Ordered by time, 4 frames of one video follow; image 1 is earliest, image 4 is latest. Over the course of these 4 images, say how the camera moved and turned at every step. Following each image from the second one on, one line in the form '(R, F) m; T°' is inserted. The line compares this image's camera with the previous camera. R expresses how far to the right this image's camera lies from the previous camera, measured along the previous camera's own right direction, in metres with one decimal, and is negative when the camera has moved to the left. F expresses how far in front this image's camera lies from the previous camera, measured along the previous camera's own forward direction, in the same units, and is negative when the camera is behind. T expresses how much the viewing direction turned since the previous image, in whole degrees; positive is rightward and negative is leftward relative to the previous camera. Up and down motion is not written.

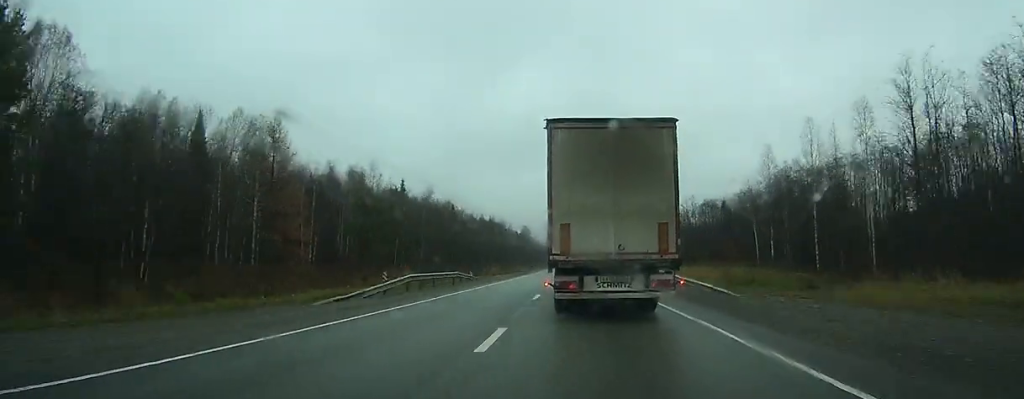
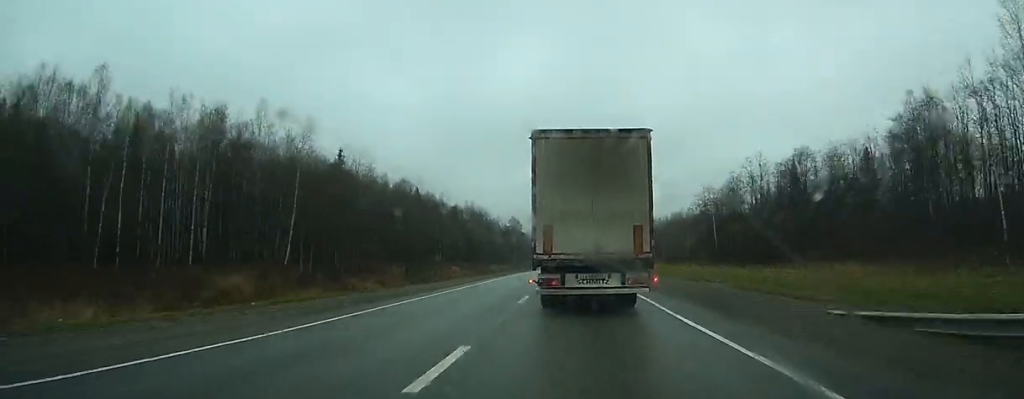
(-0.2, +51.2) m; 0°
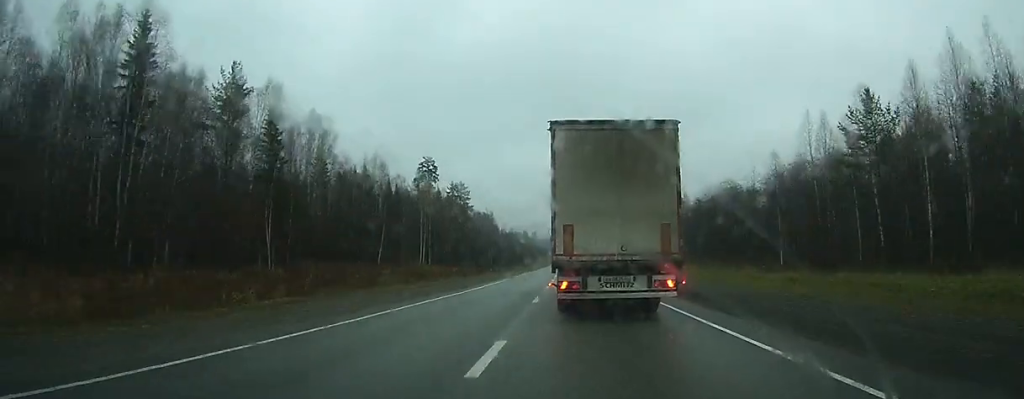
(-0.3, +166.6) m; 0°
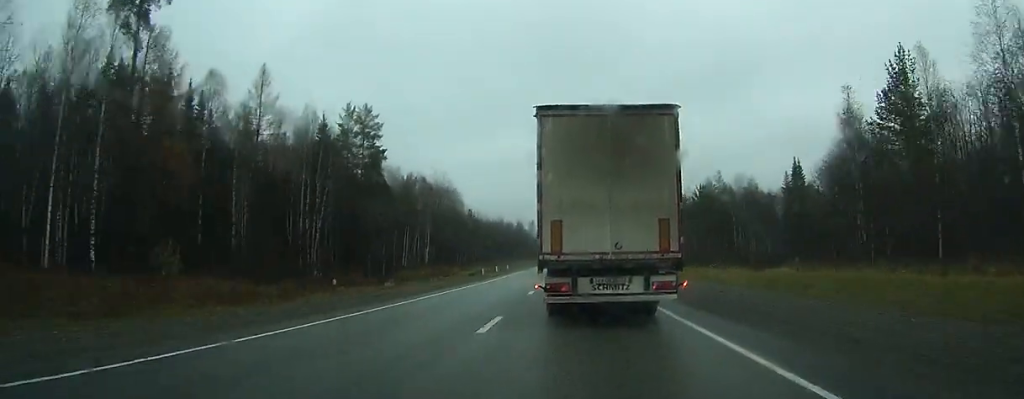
(+0.2, +92.4) m; 0°
